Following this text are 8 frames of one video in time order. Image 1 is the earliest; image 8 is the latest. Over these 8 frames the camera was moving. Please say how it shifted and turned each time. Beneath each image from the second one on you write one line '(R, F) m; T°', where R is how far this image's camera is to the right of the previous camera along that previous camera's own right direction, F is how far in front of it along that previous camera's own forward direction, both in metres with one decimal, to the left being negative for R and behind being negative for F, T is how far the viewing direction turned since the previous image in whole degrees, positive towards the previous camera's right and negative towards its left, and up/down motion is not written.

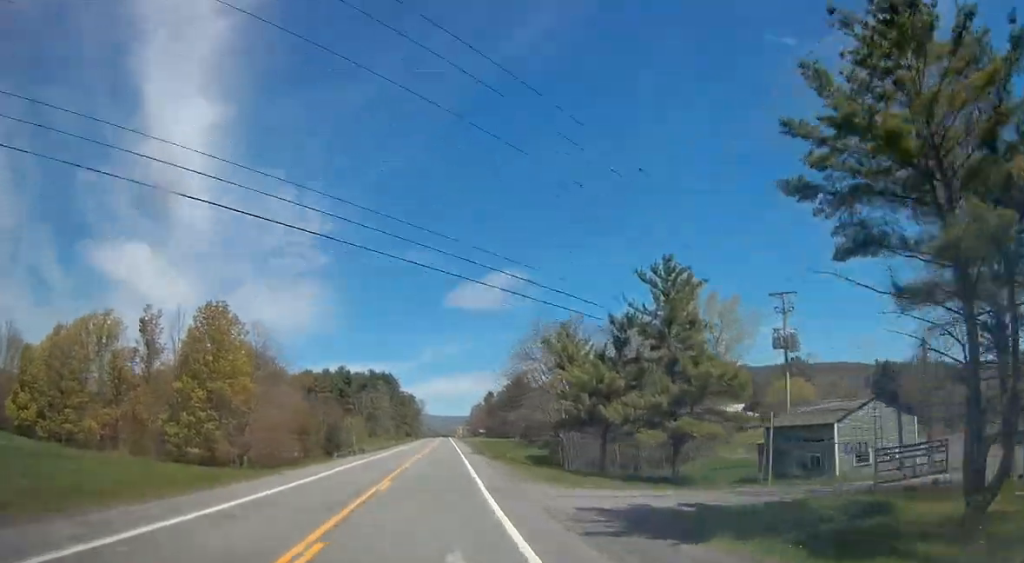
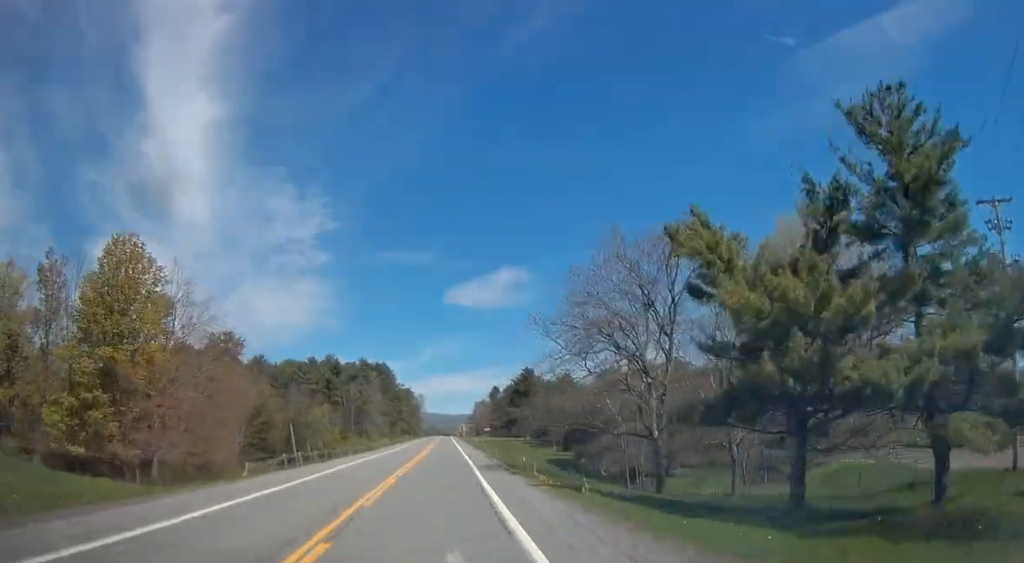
(0.0, +24.5) m; 0°
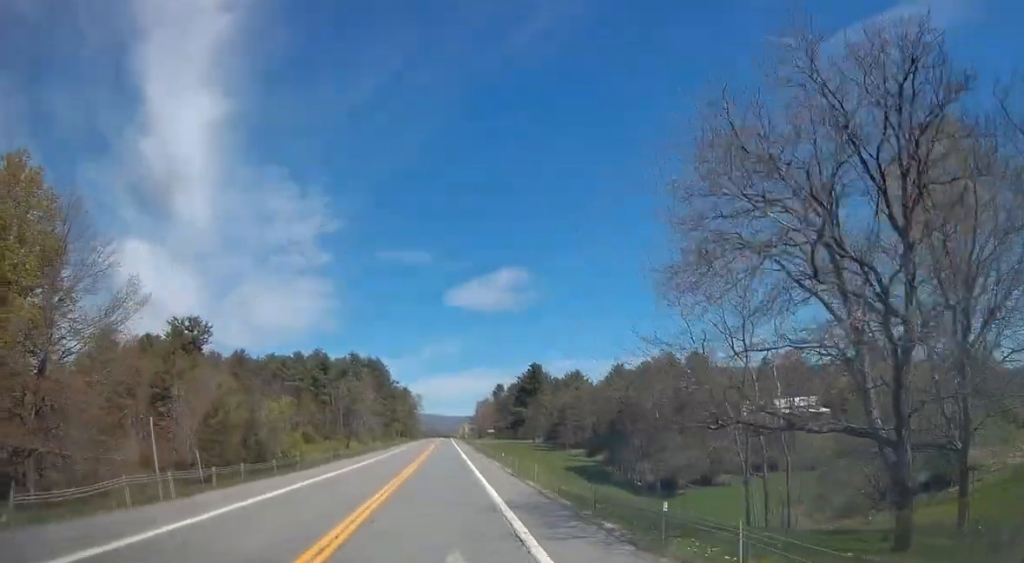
(-0.2, +18.0) m; 0°
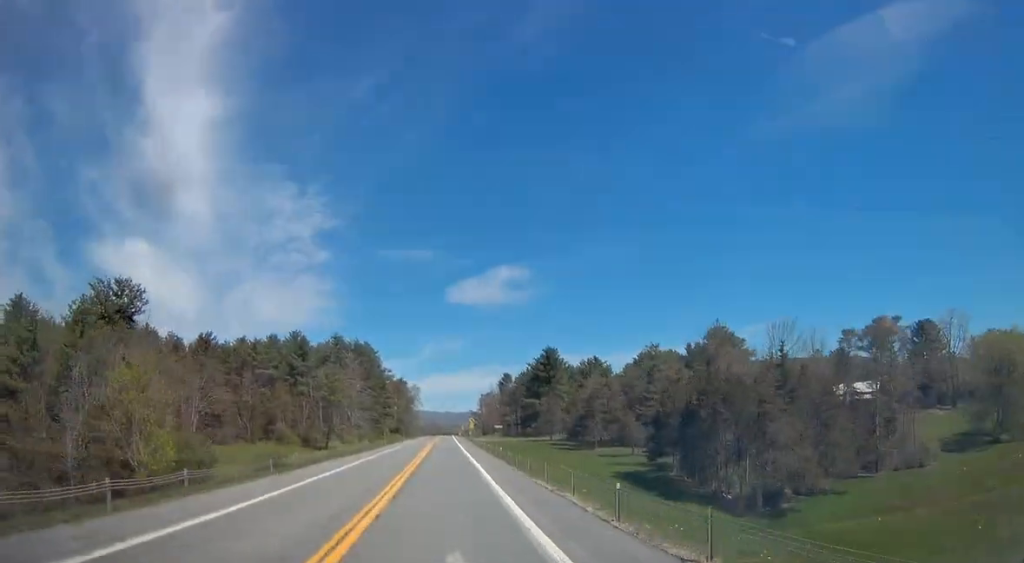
(+0.3, +26.0) m; 0°
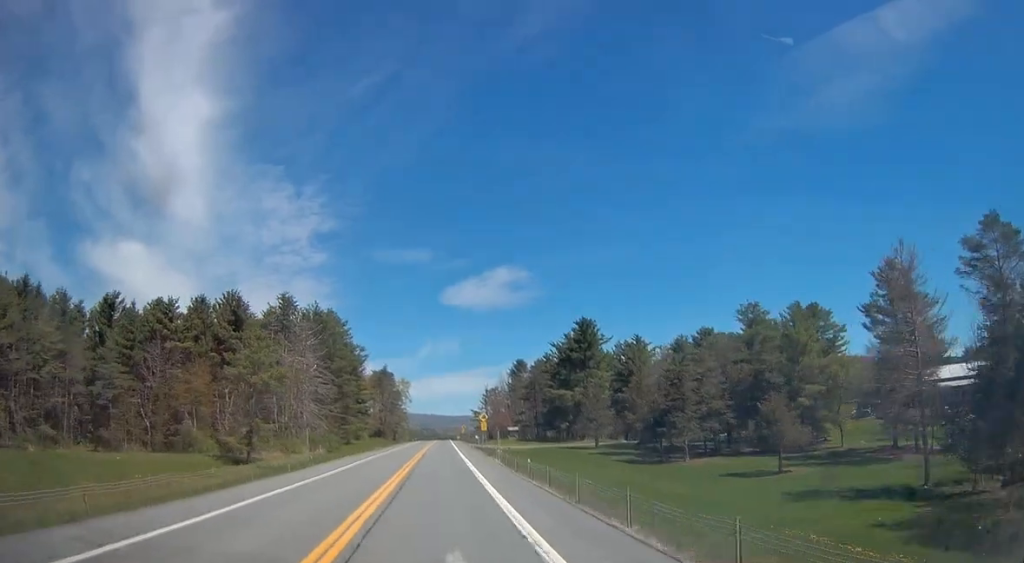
(-0.1, +44.9) m; 0°
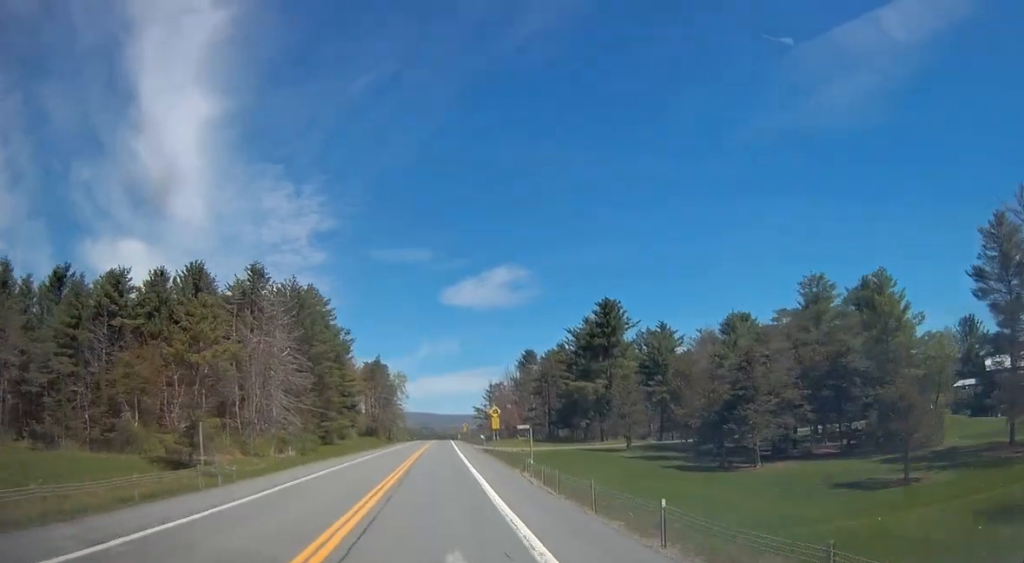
(+0.1, +17.0) m; 0°
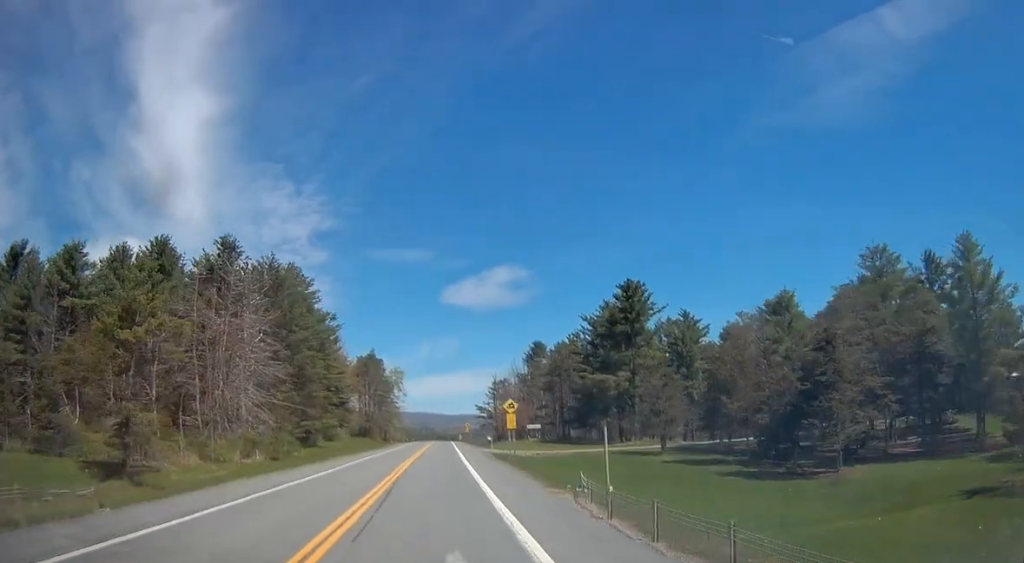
(0.0, +12.6) m; 0°
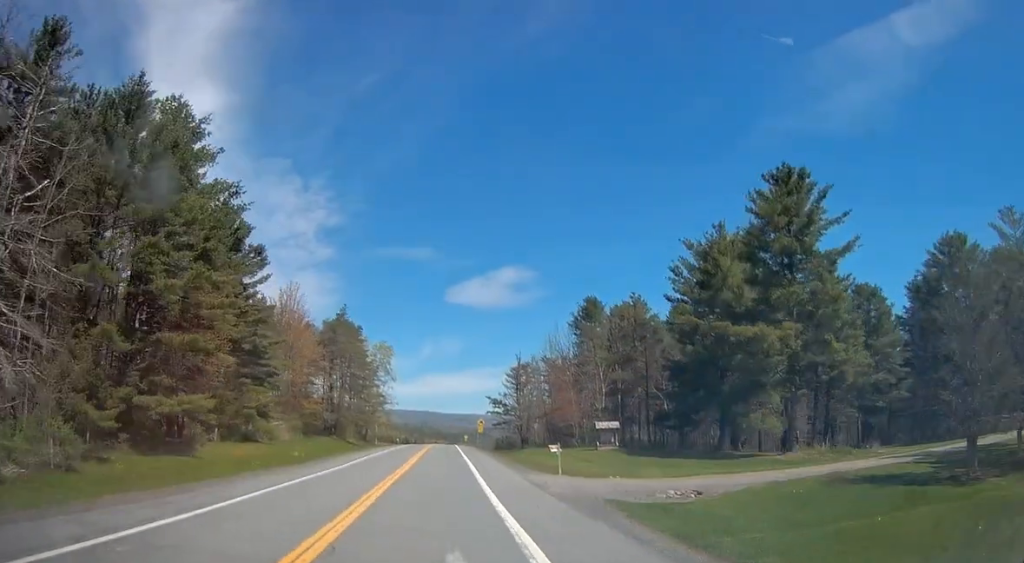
(0.0, +42.9) m; 0°
